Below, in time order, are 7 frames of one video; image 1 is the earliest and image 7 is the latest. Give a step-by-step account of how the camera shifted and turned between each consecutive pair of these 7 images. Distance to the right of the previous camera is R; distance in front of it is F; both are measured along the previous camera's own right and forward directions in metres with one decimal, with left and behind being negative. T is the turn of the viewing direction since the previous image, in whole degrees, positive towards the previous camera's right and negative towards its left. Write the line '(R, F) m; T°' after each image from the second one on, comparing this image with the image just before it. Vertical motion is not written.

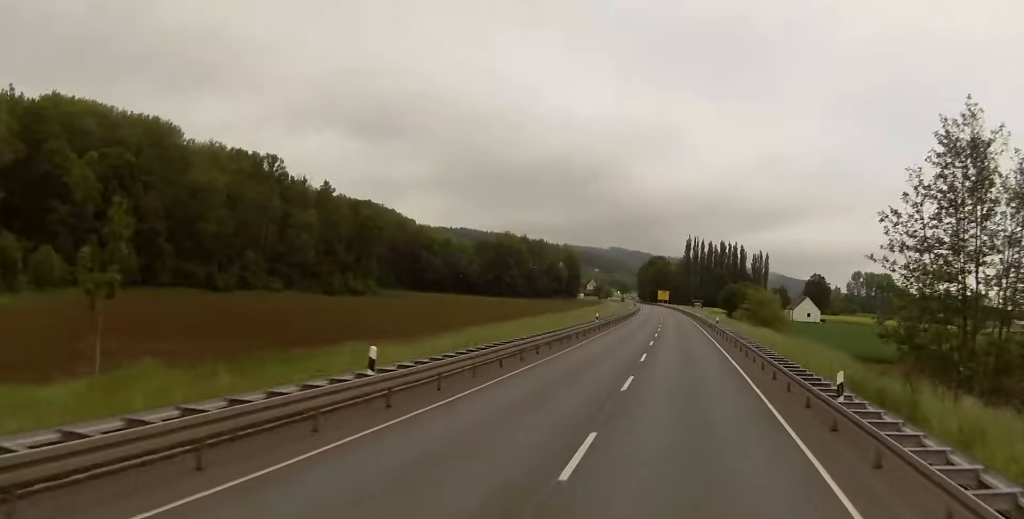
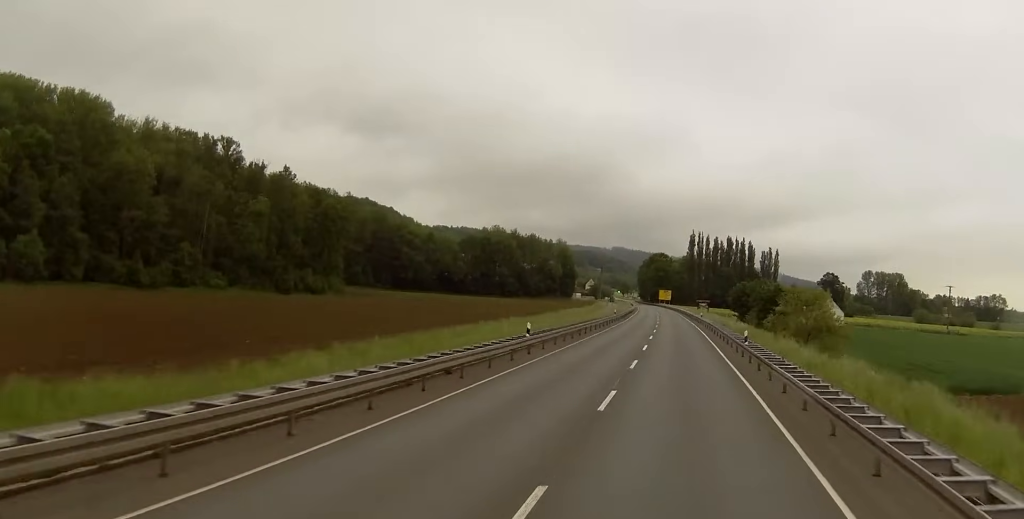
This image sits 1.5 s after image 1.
(-0.6, +28.2) m; -1°
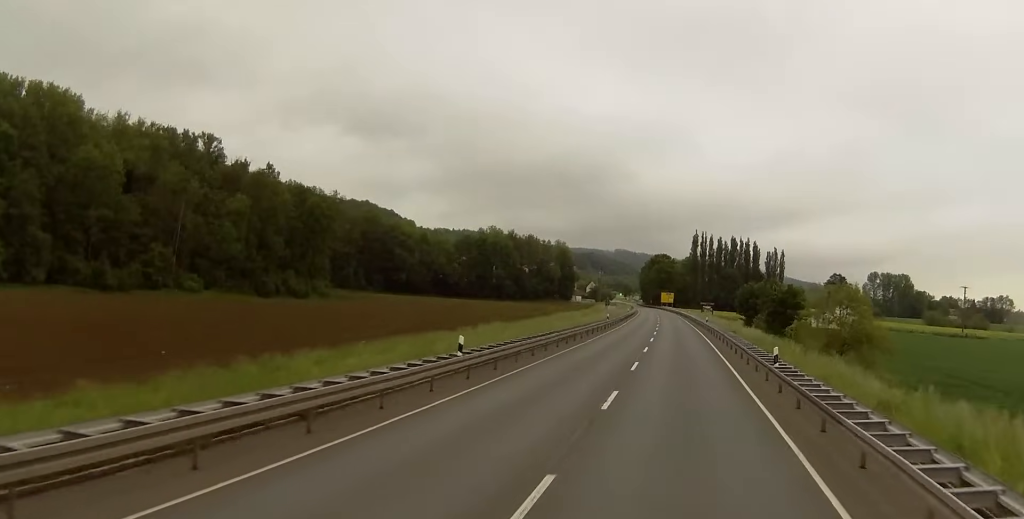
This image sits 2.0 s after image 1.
(+0.2, +10.9) m; 0°
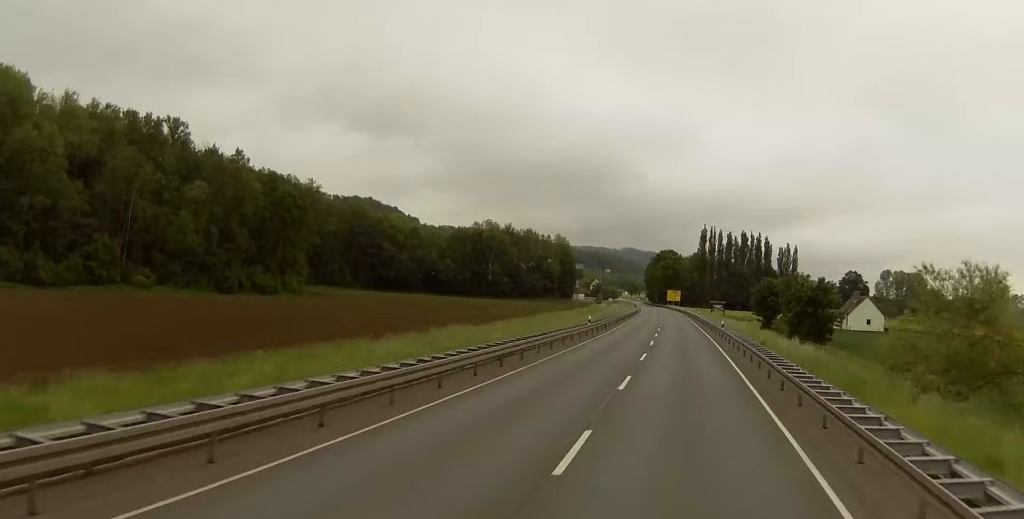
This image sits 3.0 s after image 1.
(-0.3, +19.3) m; 0°
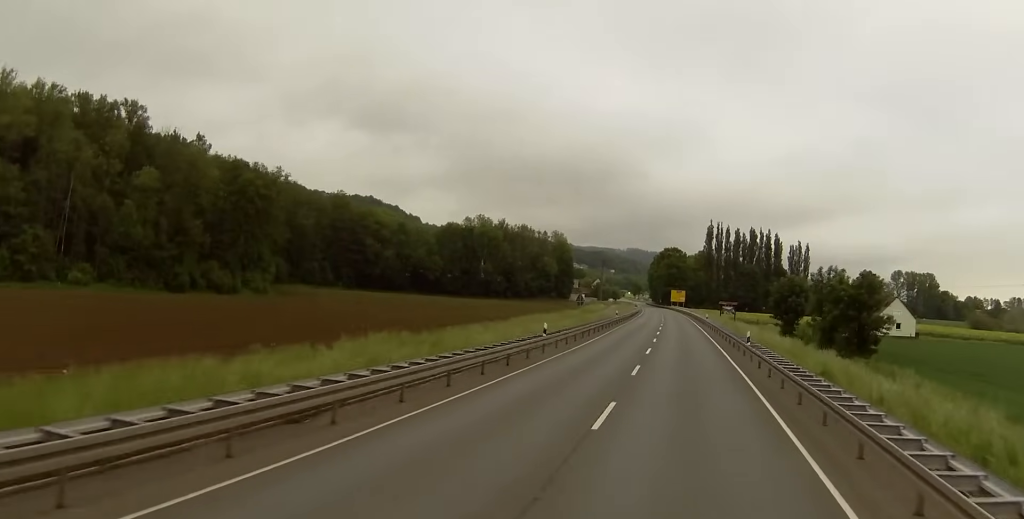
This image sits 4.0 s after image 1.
(+0.3, +19.7) m; -1°
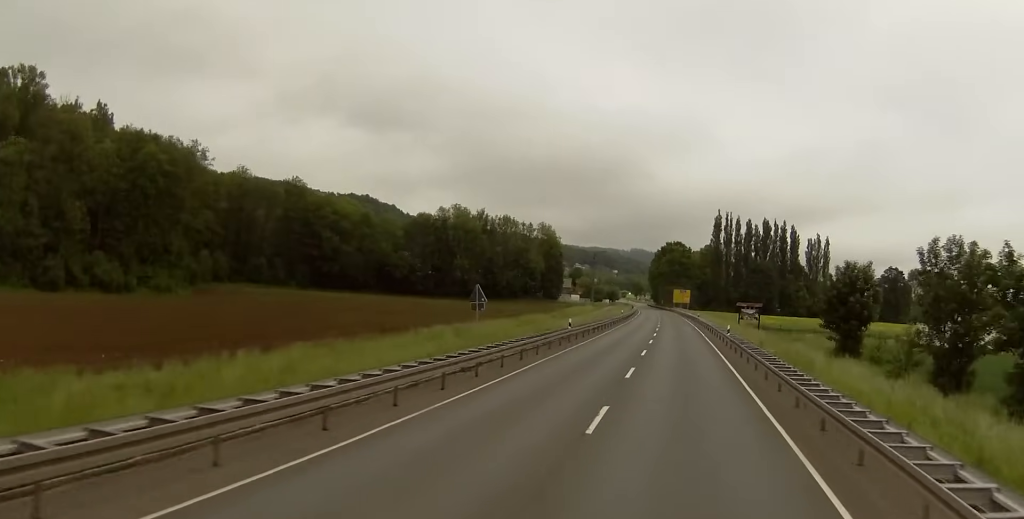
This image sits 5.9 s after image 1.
(-0.6, +39.3) m; 0°
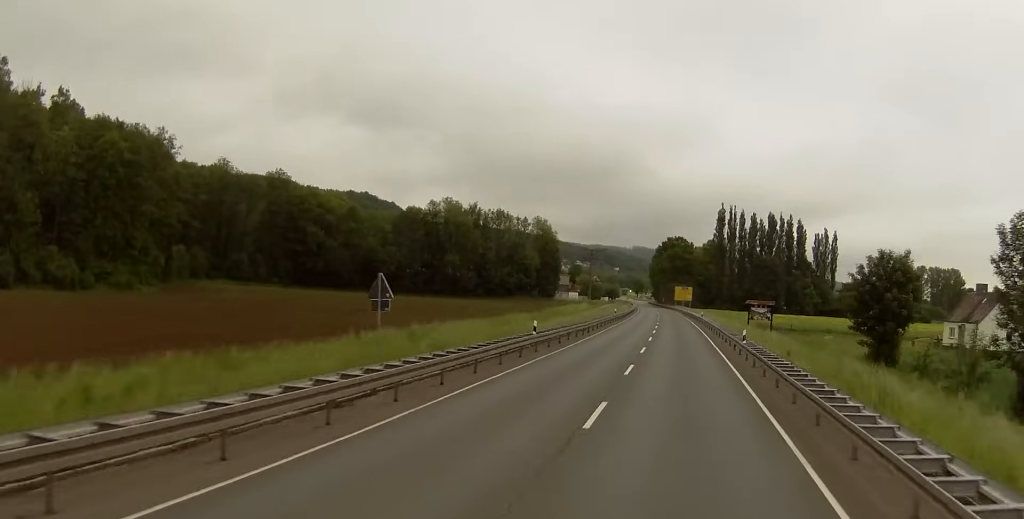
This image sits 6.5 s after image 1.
(0.0, +14.2) m; 0°
